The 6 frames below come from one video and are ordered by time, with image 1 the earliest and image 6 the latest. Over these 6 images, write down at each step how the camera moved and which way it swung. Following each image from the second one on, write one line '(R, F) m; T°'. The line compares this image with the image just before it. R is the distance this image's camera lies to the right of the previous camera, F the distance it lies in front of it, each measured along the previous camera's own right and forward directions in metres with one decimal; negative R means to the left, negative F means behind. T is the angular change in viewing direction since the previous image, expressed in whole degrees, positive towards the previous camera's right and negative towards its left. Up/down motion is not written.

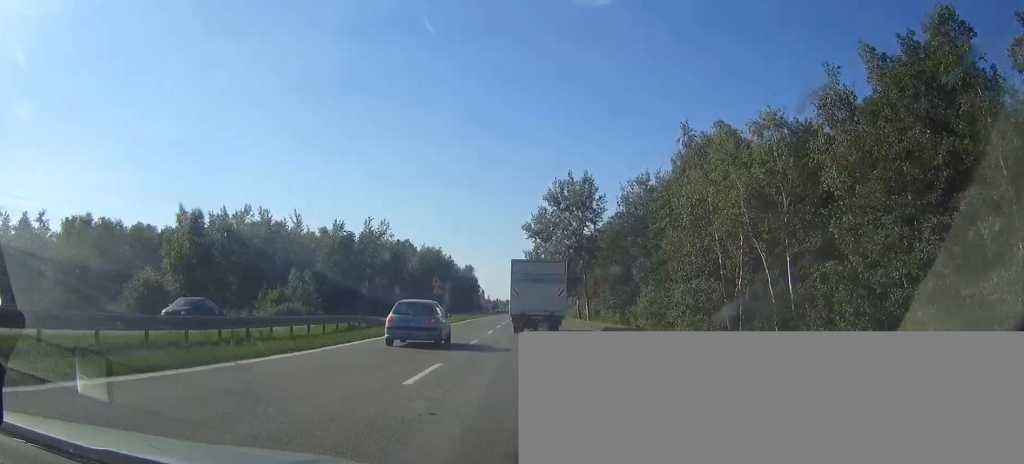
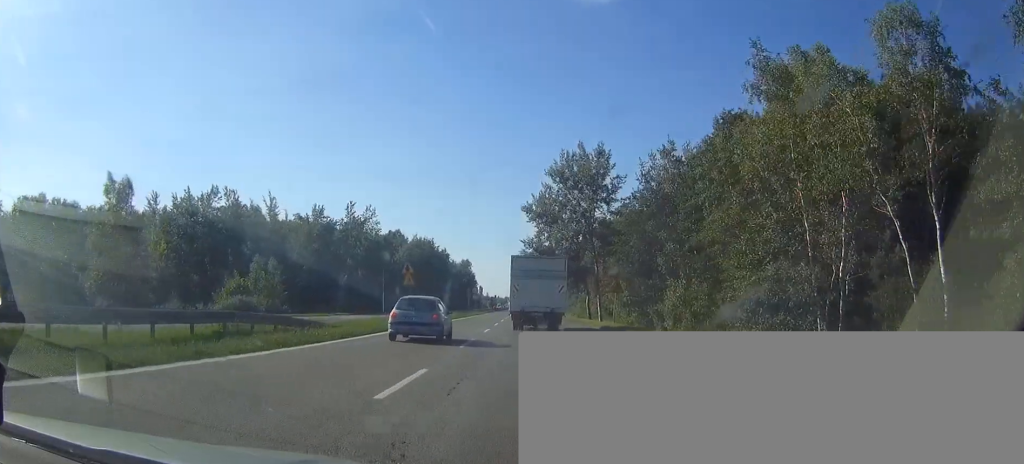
(0.0, +13.6) m; 0°
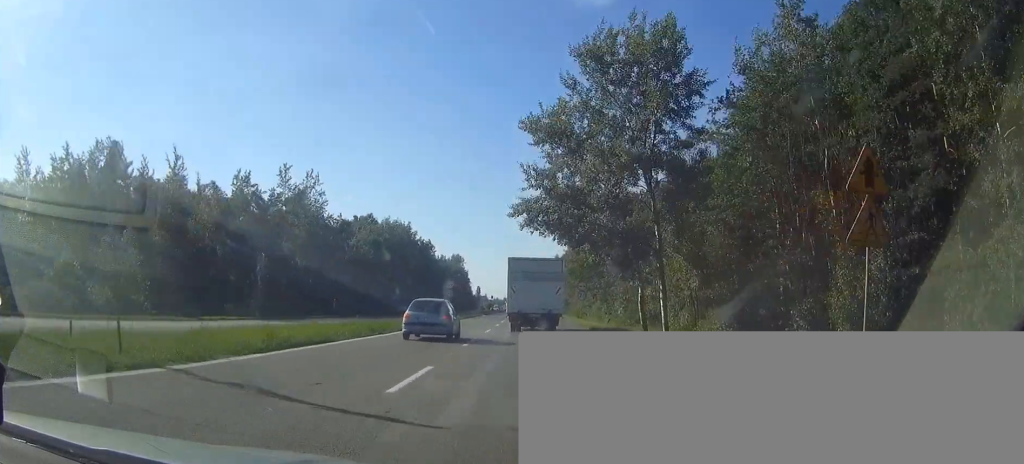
(-0.3, +32.2) m; 0°
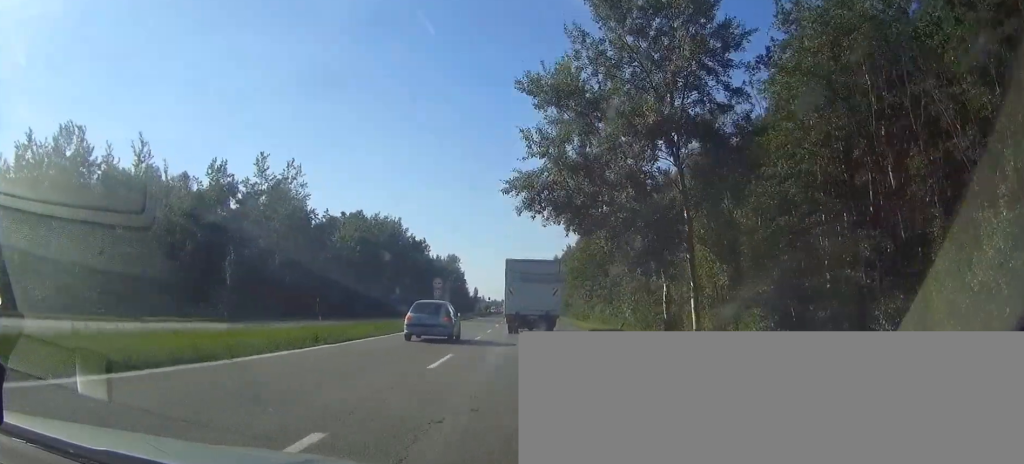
(-0.2, +7.3) m; 0°
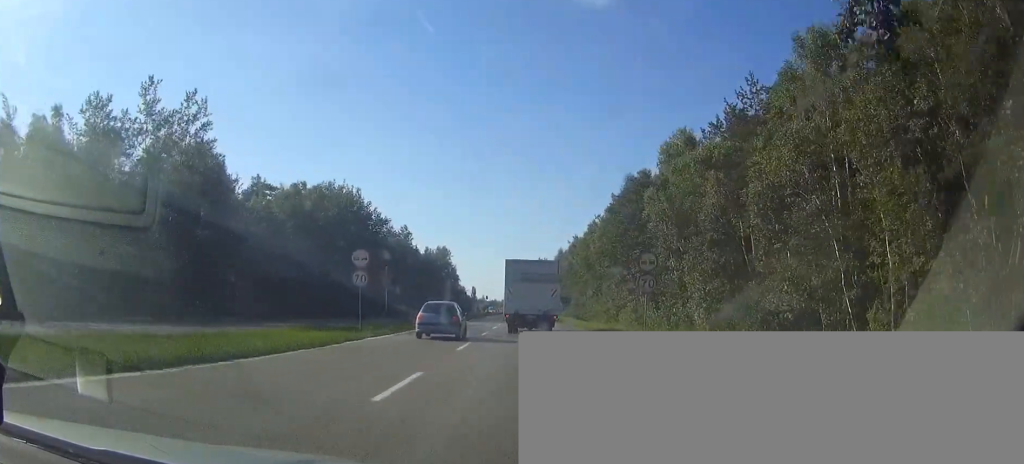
(+0.8, +27.2) m; +1°
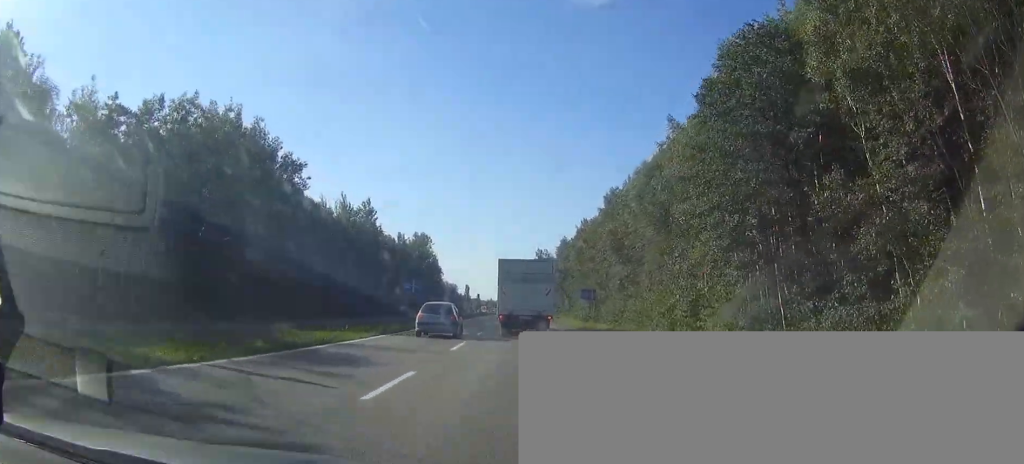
(-0.3, +33.2) m; -1°
